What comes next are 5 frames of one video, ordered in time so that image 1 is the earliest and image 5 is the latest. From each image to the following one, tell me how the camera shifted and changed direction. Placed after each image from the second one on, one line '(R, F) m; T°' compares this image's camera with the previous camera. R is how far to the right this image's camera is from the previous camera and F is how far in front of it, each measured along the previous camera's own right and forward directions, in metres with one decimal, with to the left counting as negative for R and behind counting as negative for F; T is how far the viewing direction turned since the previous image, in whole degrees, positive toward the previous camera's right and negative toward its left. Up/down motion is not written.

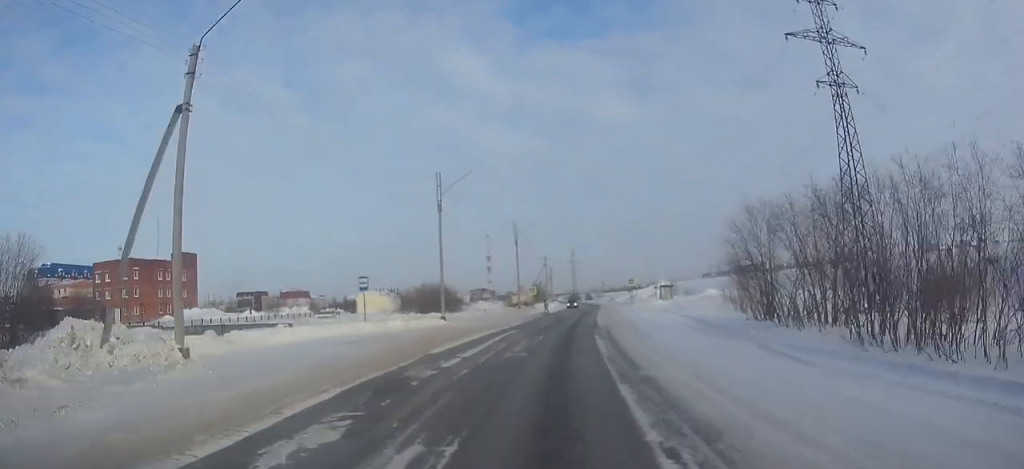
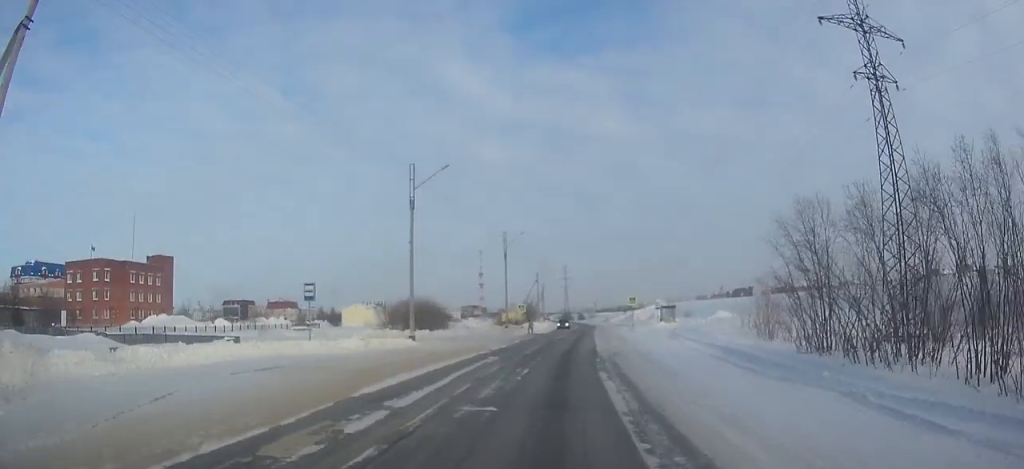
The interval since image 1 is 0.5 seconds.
(0.0, +7.6) m; +1°
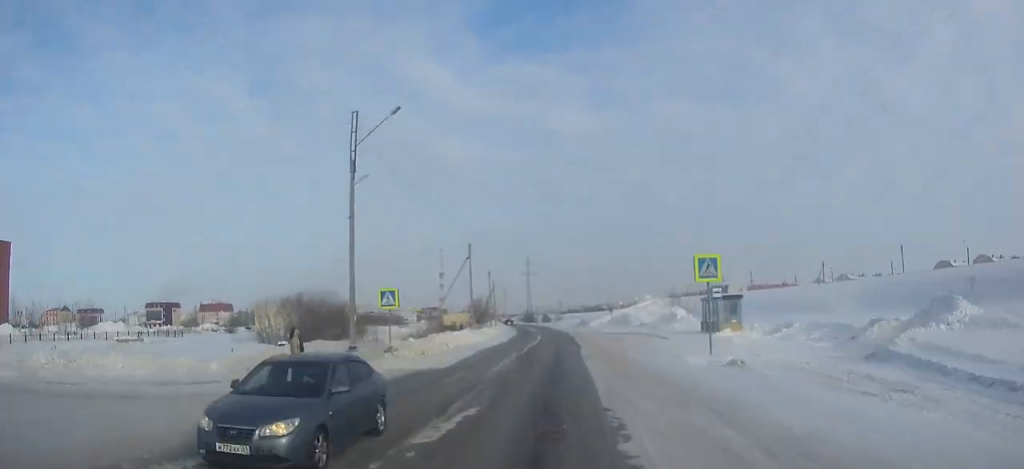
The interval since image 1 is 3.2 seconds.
(+1.7, +43.9) m; +4°
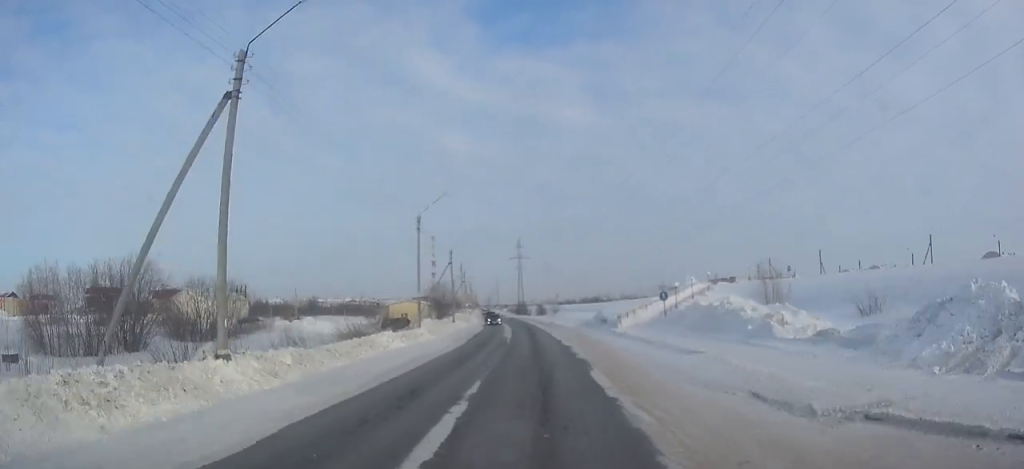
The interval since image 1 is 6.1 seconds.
(+0.3, +46.0) m; 0°
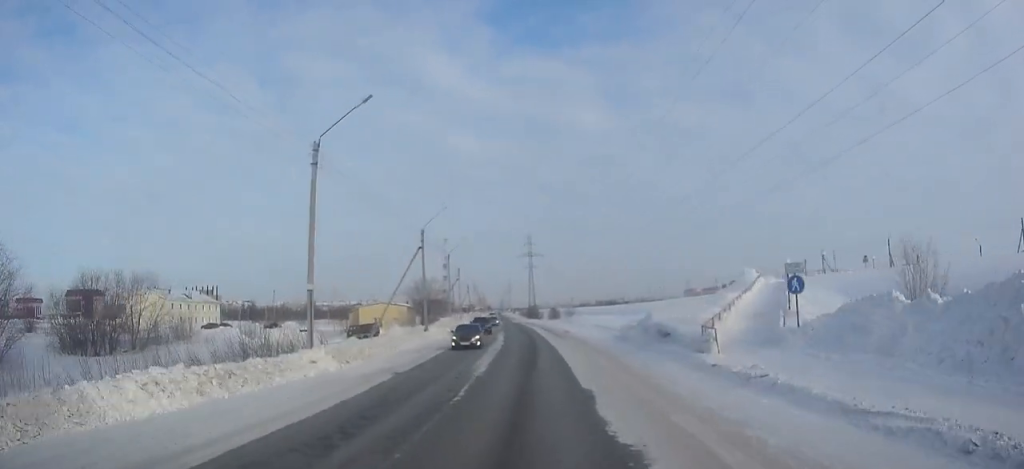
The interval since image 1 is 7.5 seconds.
(-0.1, +22.7) m; -1°
